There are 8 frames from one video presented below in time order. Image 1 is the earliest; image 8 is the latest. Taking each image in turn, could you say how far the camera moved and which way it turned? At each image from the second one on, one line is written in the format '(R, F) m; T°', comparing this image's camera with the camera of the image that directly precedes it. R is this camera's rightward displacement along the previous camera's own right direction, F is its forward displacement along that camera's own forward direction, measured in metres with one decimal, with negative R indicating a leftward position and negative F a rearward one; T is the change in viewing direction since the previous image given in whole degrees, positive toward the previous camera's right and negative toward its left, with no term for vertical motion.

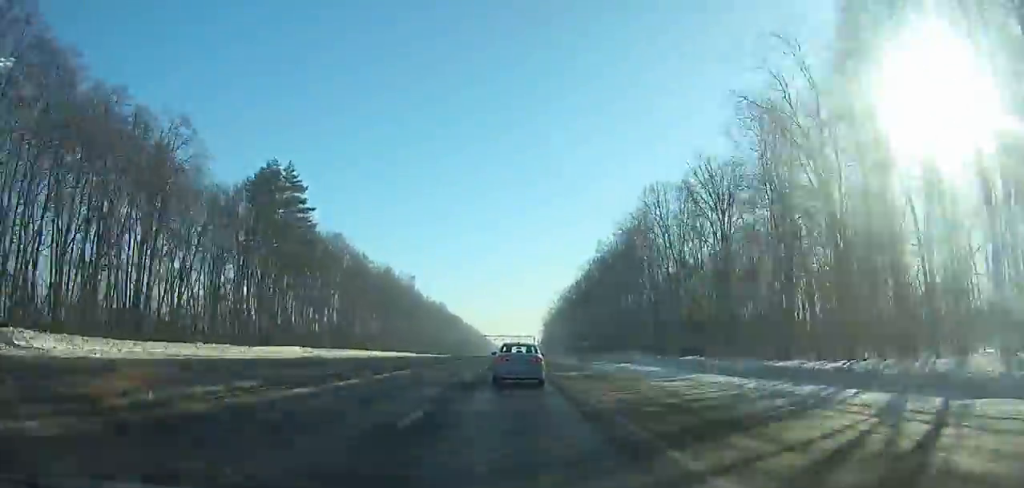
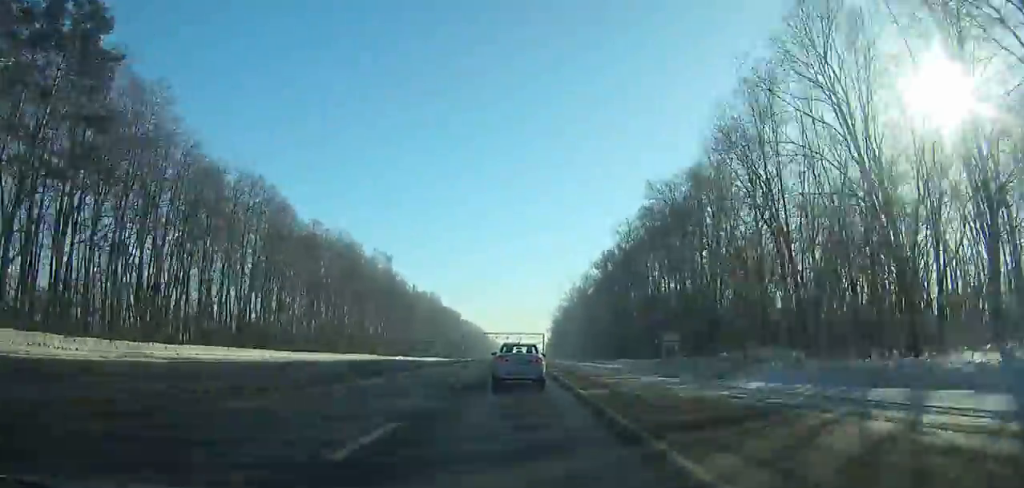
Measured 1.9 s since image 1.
(+0.1, +39.8) m; 0°
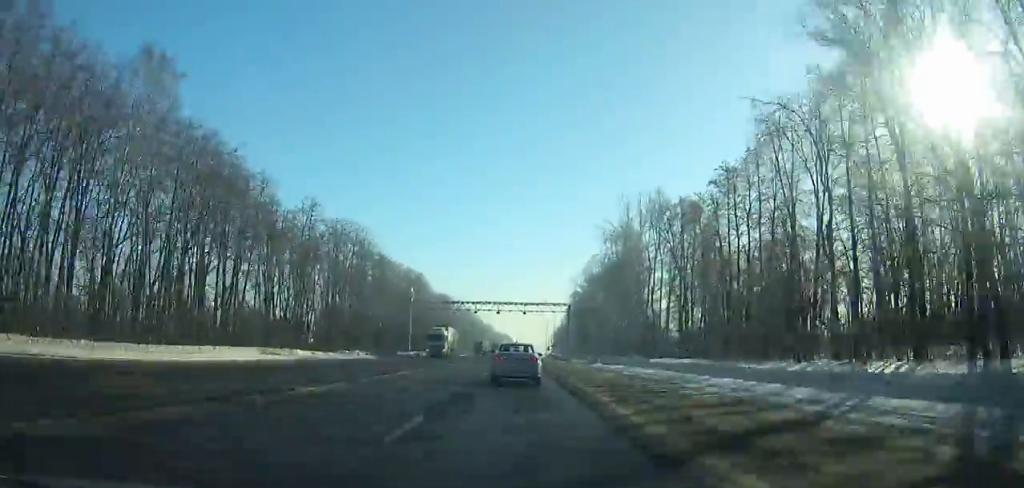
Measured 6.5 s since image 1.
(0.0, +95.0) m; 0°
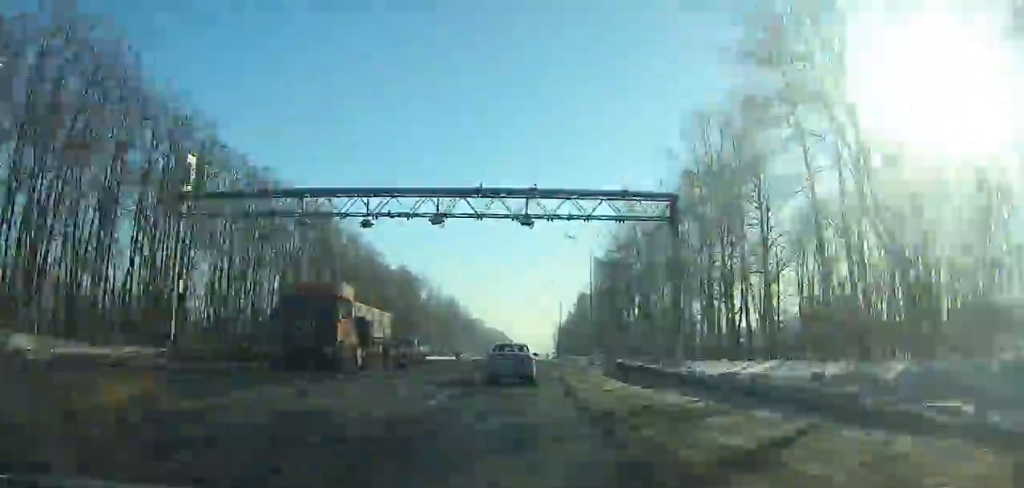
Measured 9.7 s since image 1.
(+0.1, +66.6) m; 0°
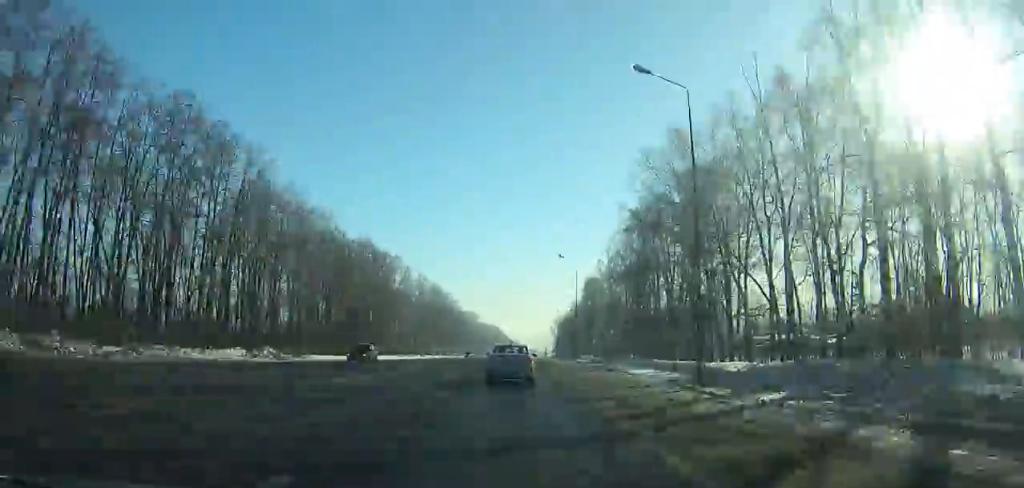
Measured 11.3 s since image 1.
(0.0, +33.7) m; 0°
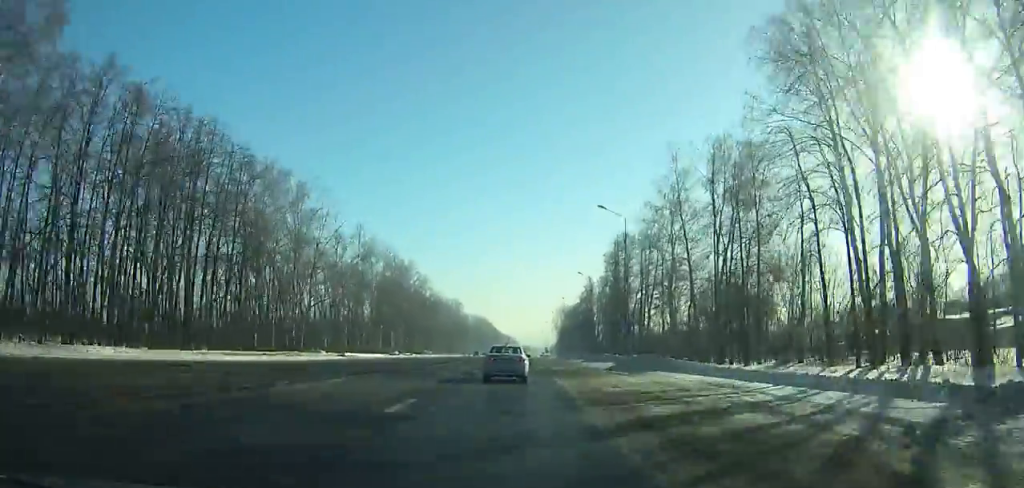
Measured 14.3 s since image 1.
(0.0, +63.9) m; 0°
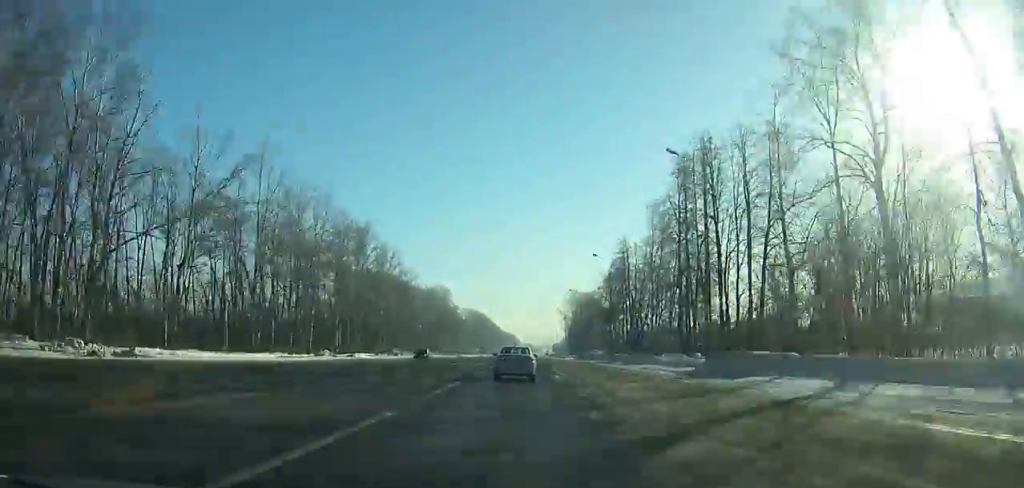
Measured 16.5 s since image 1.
(0.0, +47.5) m; 0°
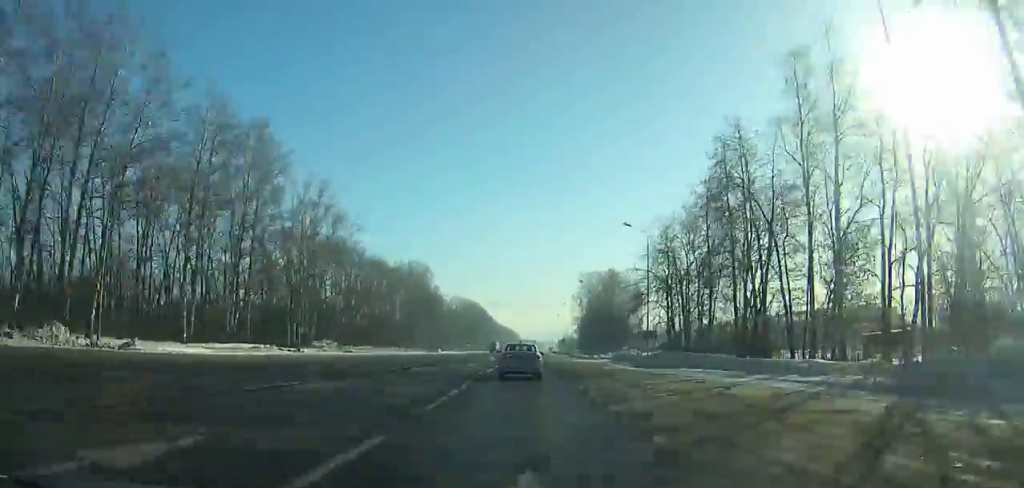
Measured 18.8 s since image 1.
(0.0, +50.3) m; 0°
